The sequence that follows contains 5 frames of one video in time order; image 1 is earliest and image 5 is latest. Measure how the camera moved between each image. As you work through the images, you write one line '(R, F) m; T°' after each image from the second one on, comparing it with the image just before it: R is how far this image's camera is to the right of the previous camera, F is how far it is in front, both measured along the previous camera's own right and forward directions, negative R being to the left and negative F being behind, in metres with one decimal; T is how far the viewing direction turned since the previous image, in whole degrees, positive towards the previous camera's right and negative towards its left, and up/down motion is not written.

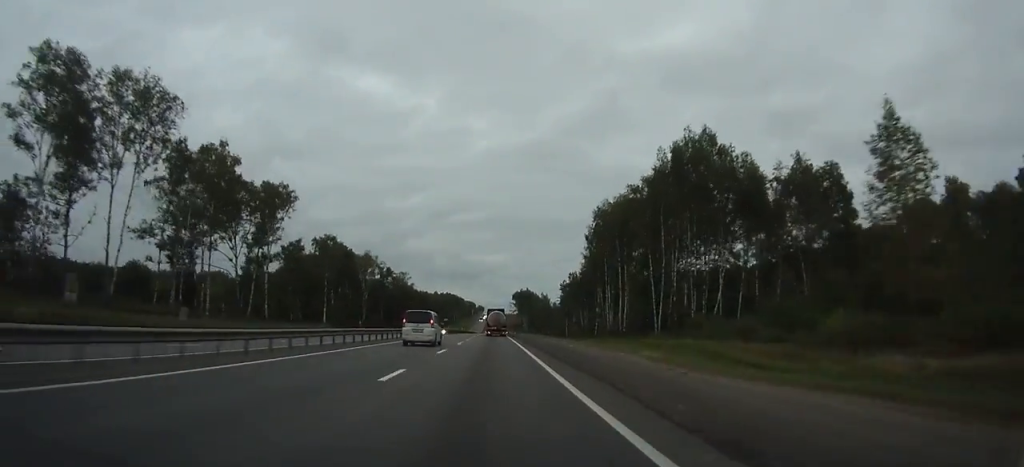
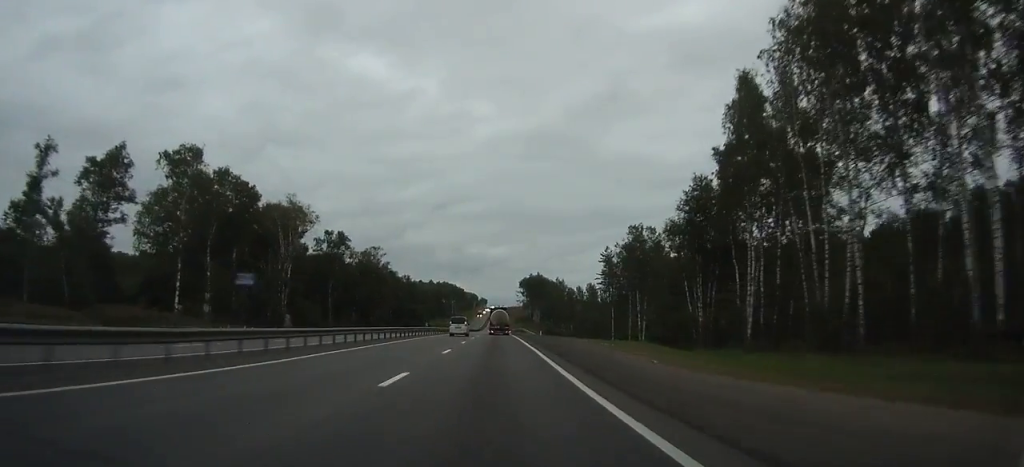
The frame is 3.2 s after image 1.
(+0.5, +71.9) m; 0°
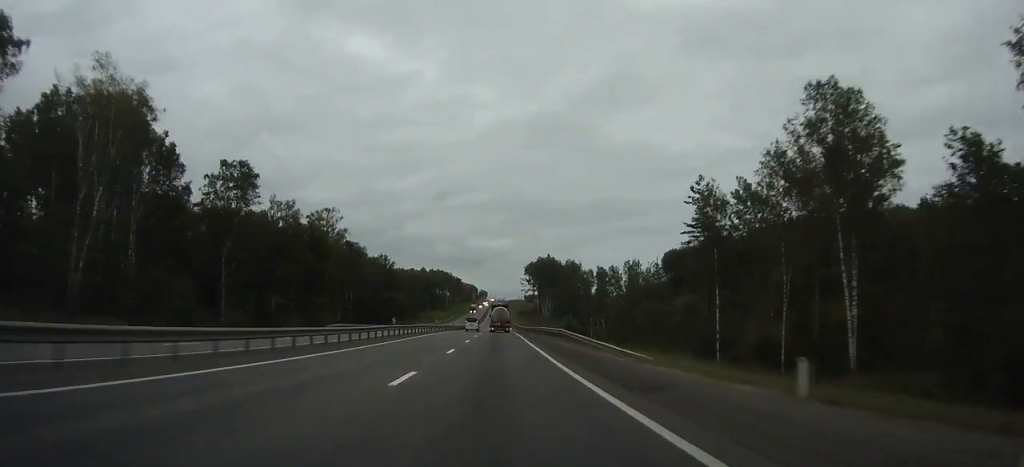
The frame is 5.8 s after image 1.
(-0.3, +59.4) m; 0°
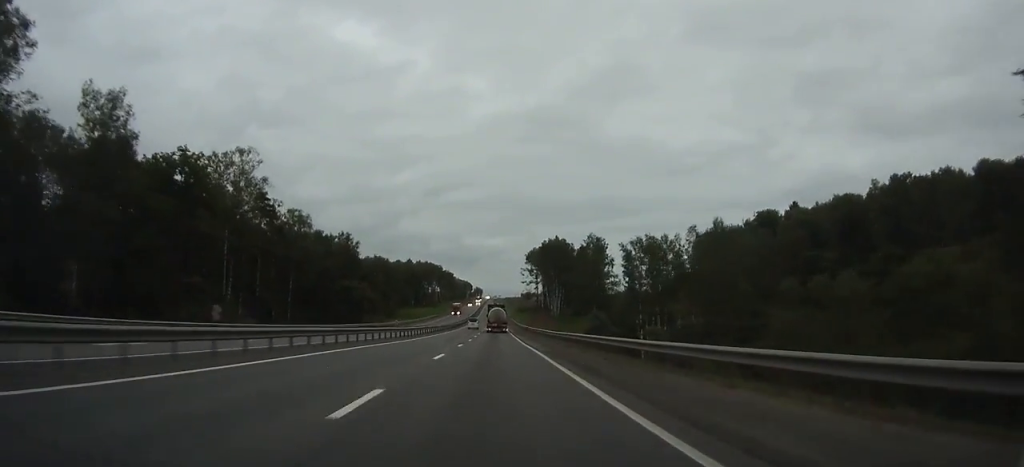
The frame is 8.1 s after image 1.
(0.0, +52.1) m; 0°
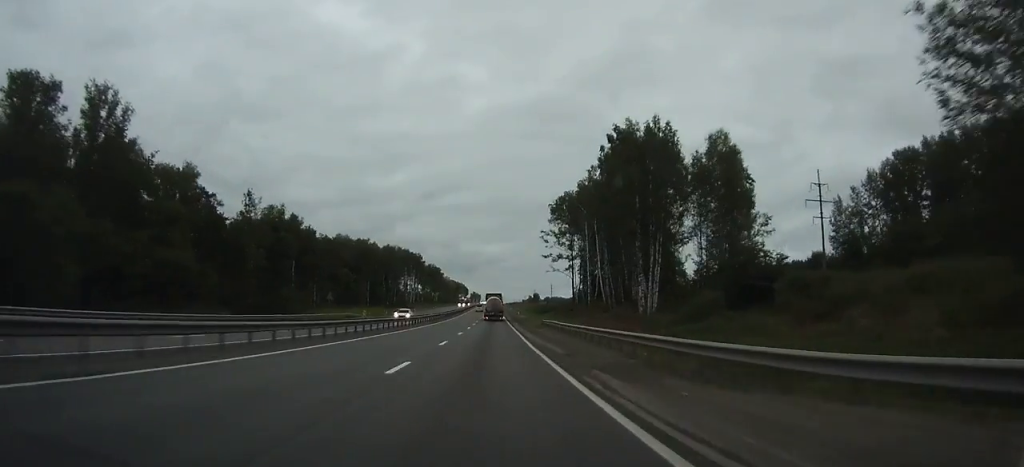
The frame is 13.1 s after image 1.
(+0.4, +115.0) m; 0°
